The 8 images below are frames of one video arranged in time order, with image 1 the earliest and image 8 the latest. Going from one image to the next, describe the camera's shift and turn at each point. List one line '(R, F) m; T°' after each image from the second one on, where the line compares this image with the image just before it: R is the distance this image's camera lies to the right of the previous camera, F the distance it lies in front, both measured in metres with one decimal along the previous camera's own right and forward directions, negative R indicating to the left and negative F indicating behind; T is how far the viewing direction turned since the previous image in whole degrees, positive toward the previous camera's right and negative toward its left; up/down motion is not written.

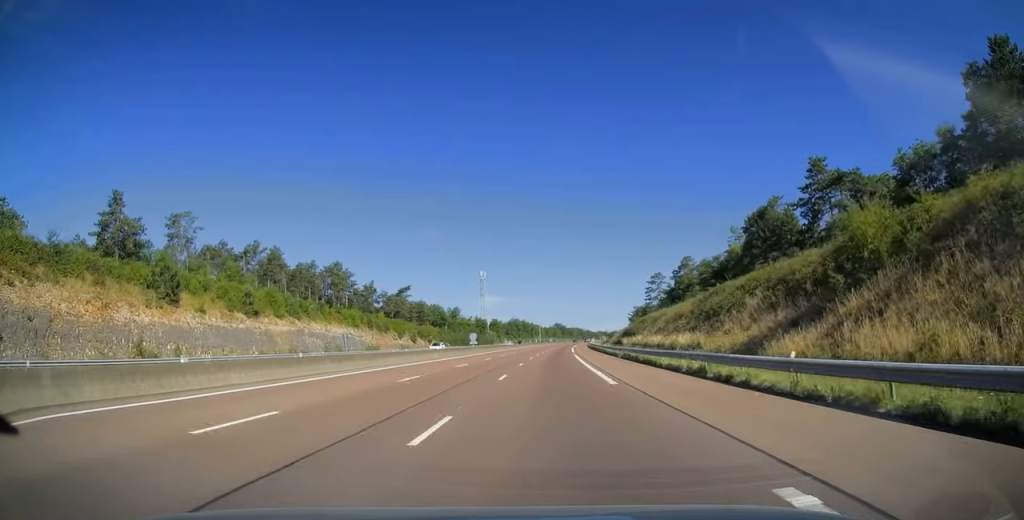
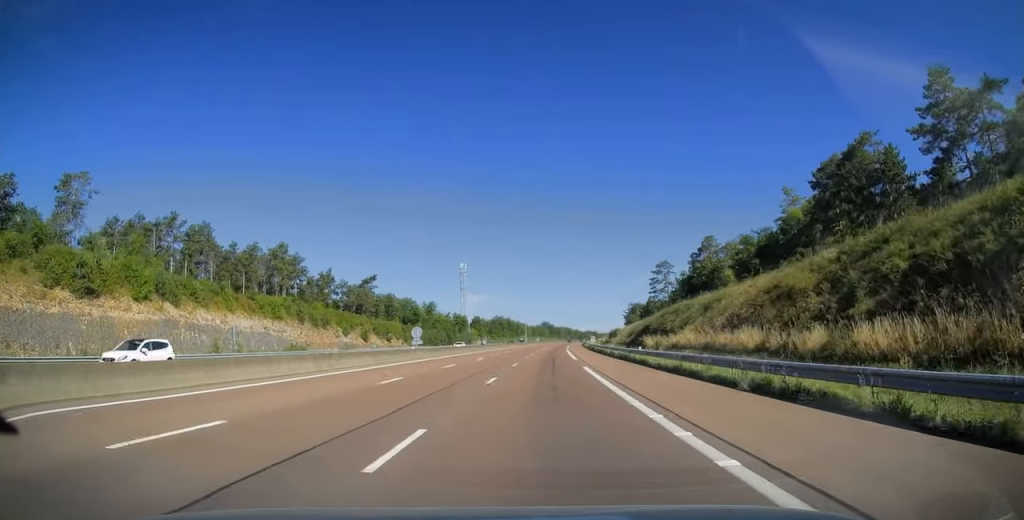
(+0.4, +27.7) m; +1°
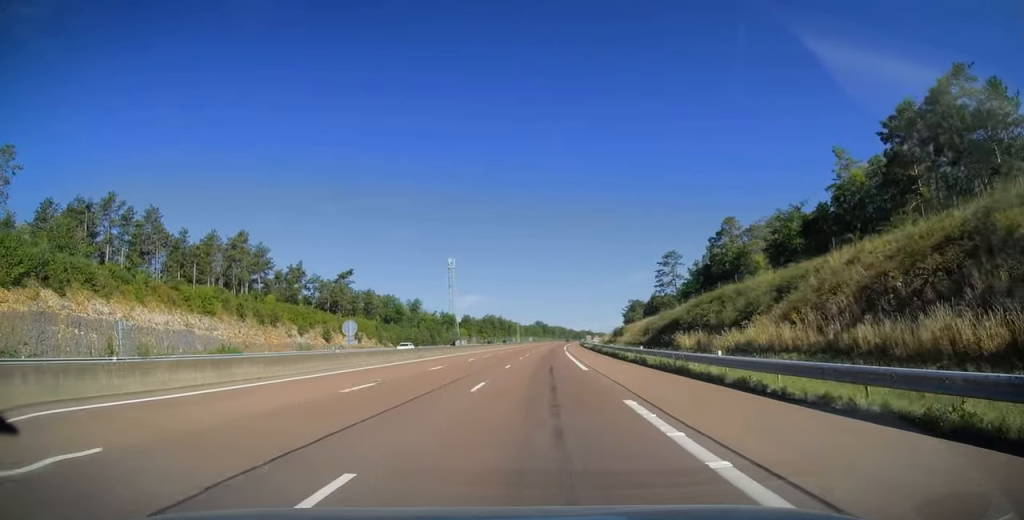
(+0.2, +16.2) m; 0°
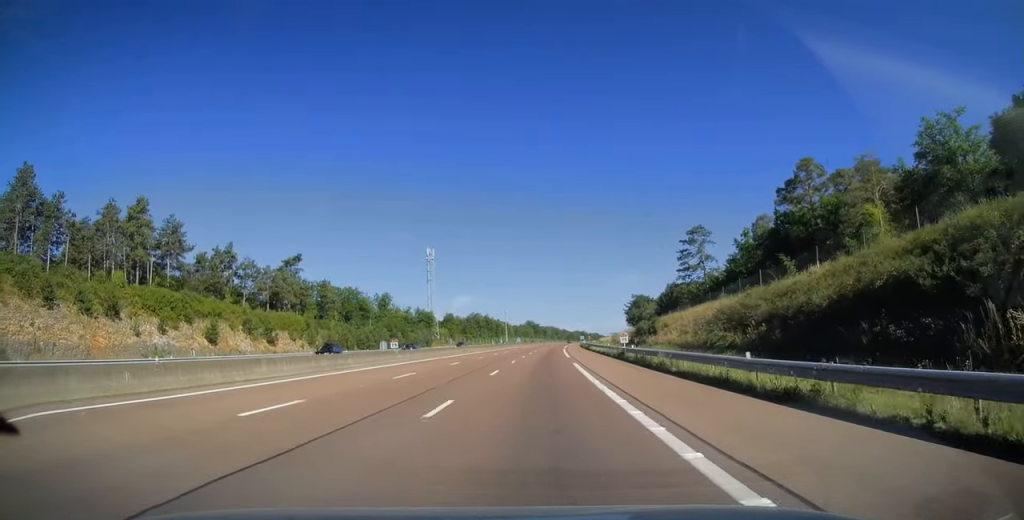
(-0.1, +31.2) m; +1°
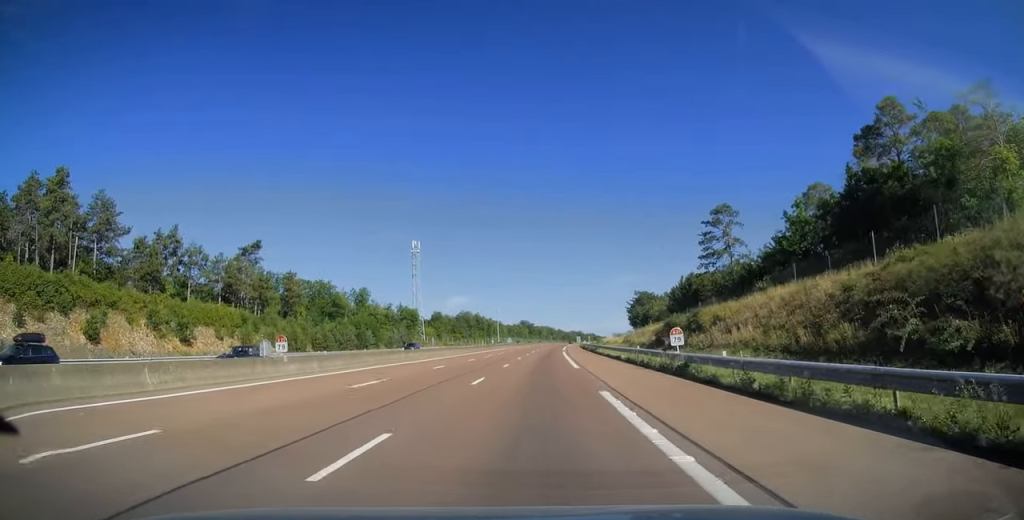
(+0.2, +18.2) m; +1°
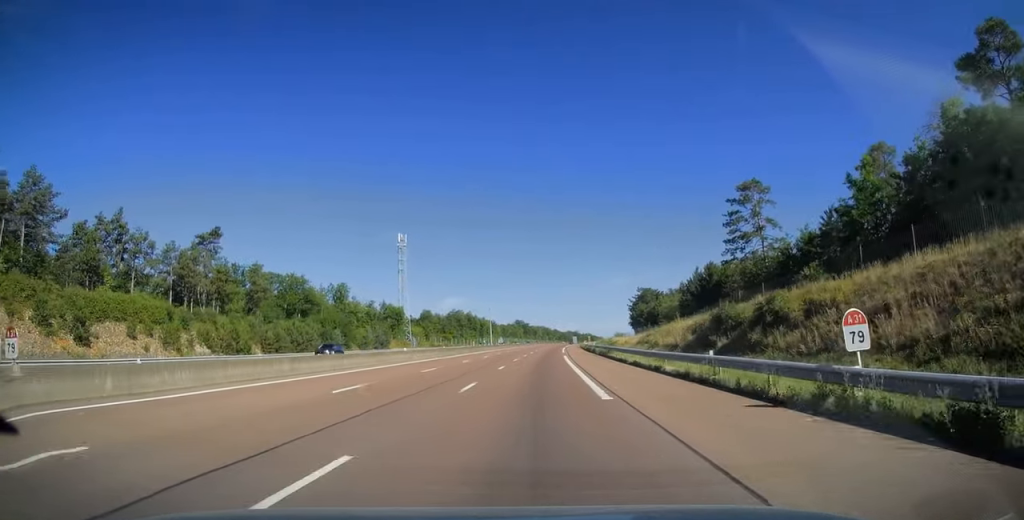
(+0.1, +14.7) m; 0°
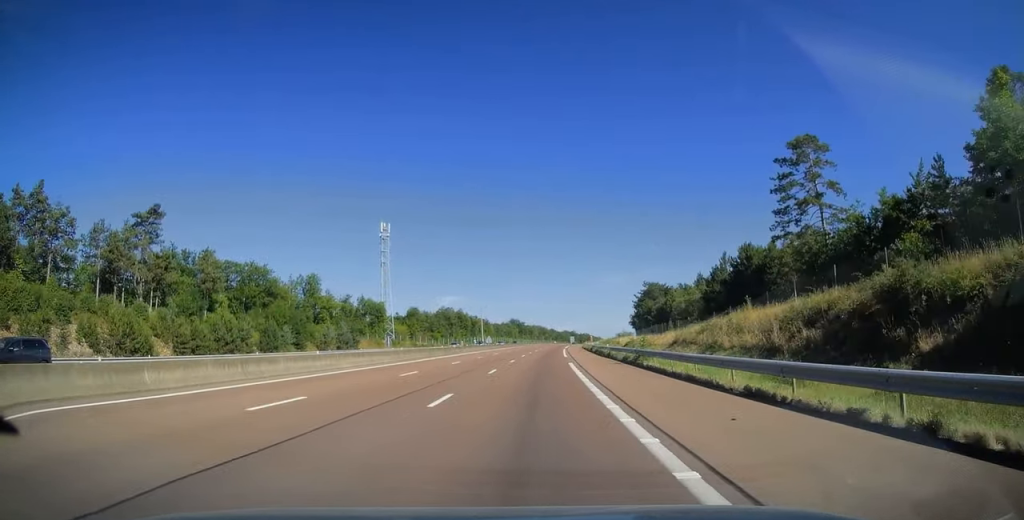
(0.0, +17.8) m; +1°
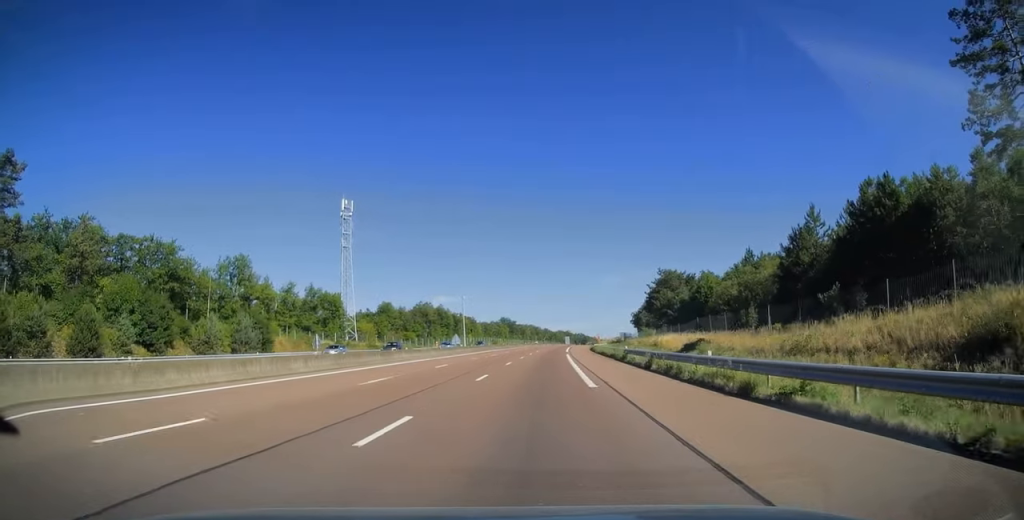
(+0.3, +30.9) m; +1°
